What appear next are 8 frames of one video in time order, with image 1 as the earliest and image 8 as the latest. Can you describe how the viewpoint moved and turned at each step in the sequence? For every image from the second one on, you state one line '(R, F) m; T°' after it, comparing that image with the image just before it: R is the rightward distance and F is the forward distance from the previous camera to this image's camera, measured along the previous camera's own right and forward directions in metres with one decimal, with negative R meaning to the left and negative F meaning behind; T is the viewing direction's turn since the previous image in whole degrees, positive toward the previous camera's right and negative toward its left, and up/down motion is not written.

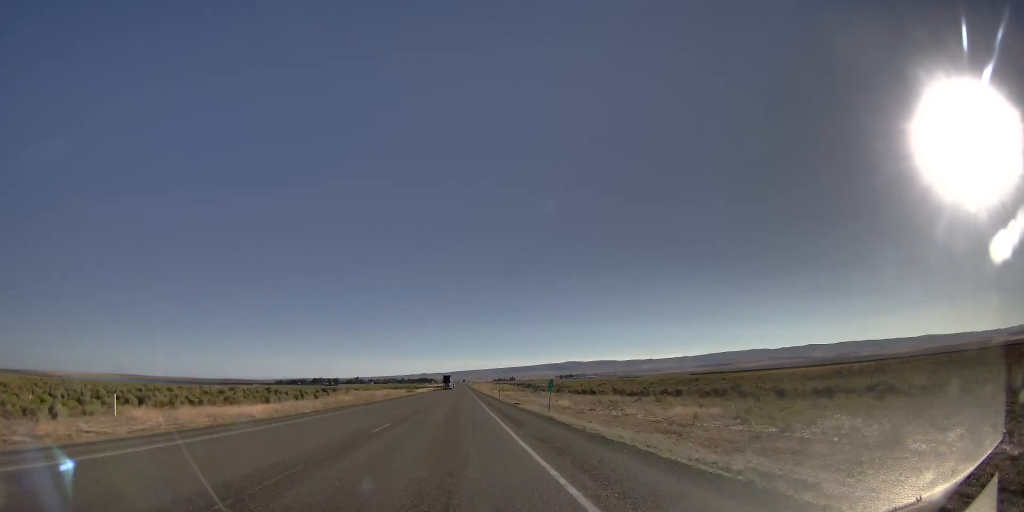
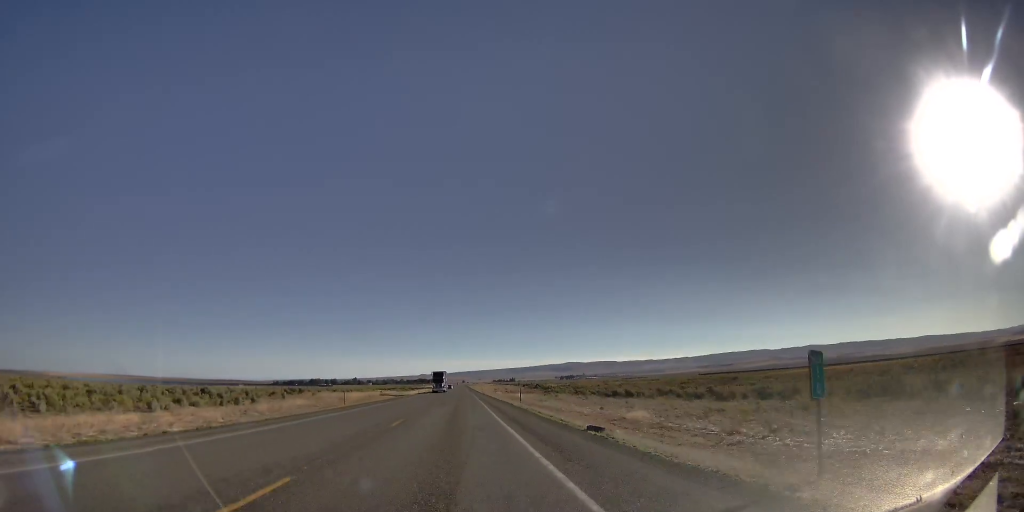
(+1.1, +27.3) m; +2°
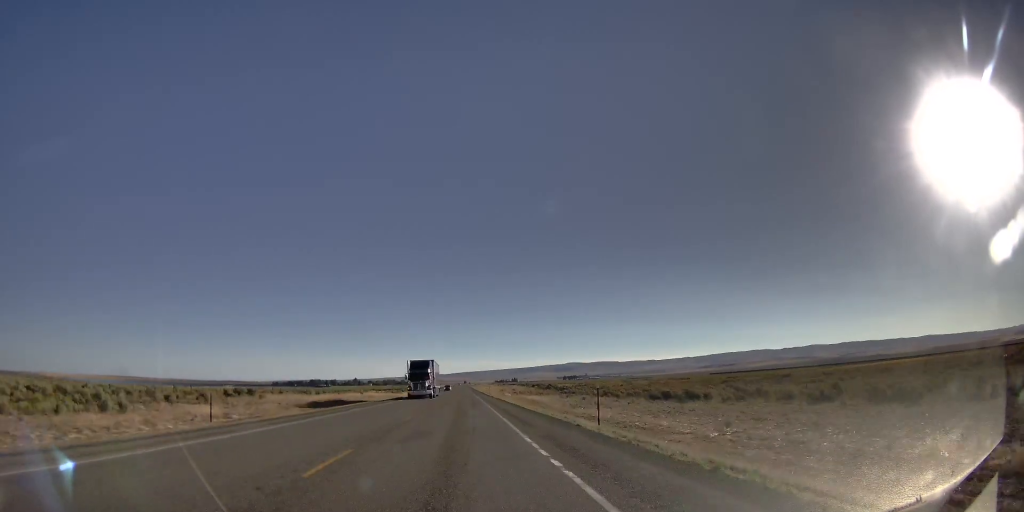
(-0.2, +26.6) m; -1°
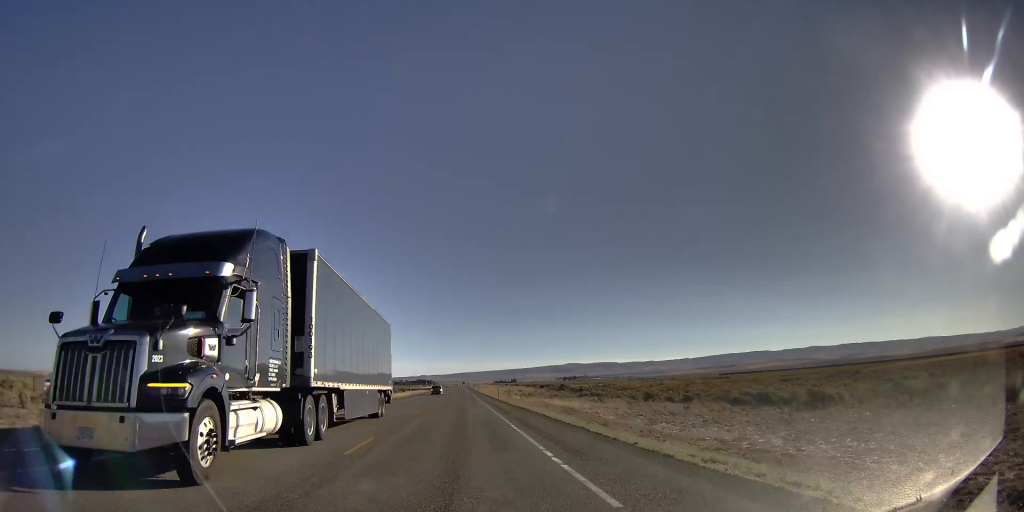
(-0.3, +27.5) m; 0°
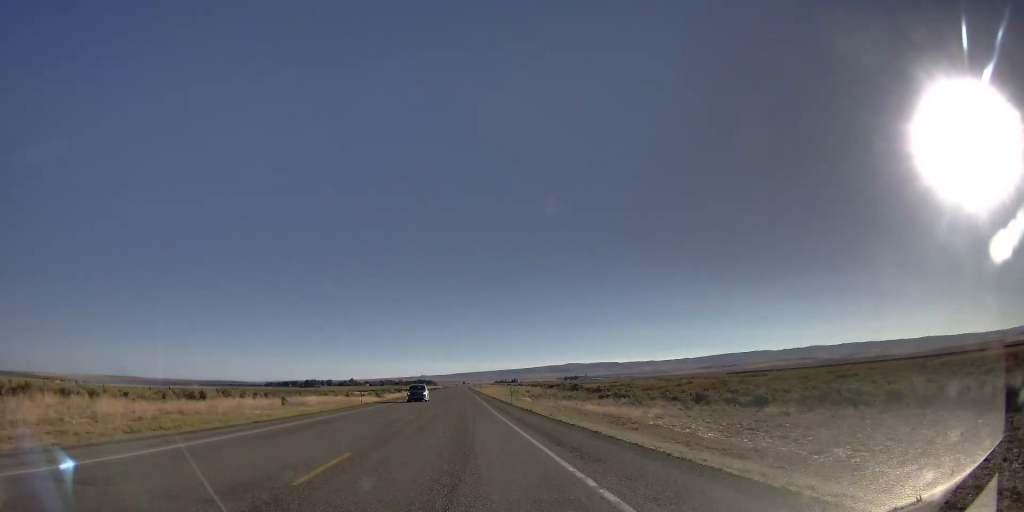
(+0.1, +18.7) m; +1°
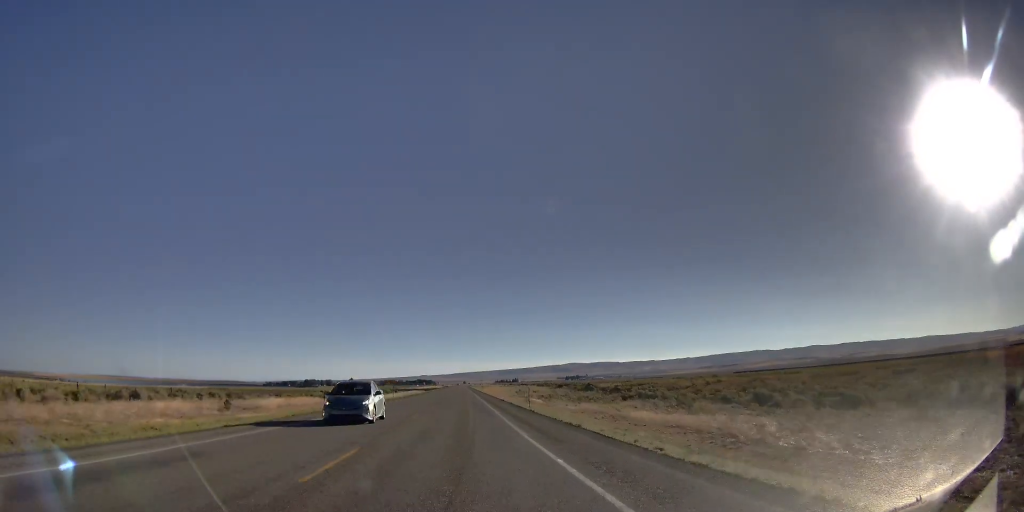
(-0.1, +14.8) m; +1°
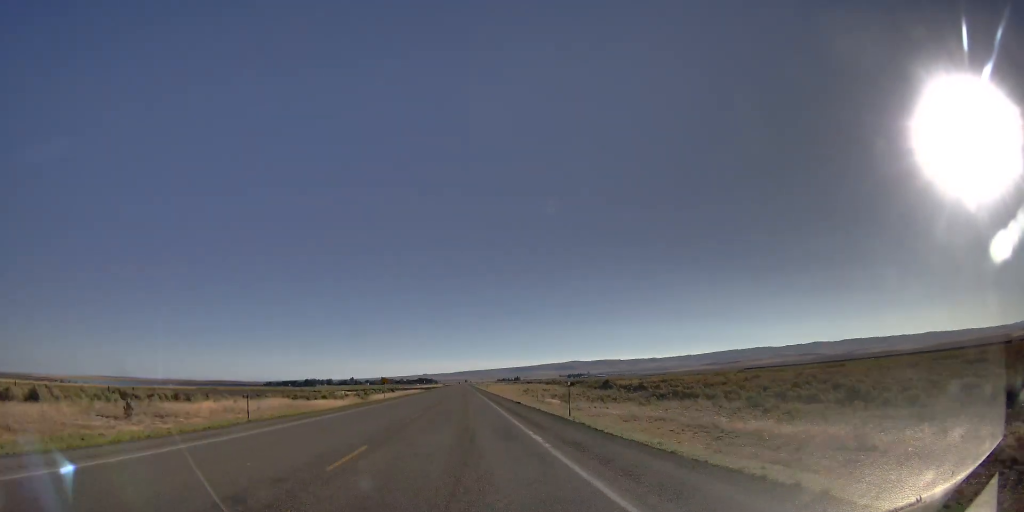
(+0.3, +14.7) m; 0°
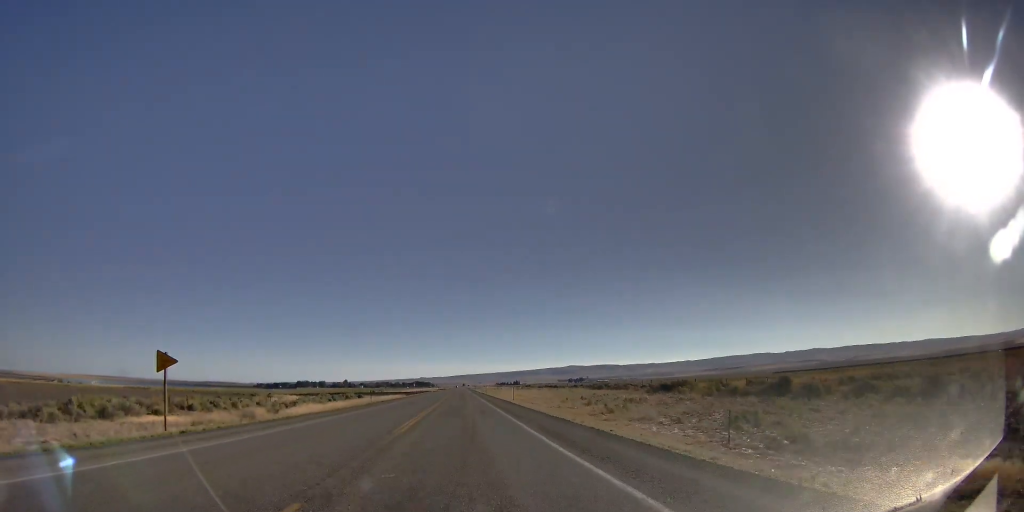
(+0.3, +65.2) m; 0°
